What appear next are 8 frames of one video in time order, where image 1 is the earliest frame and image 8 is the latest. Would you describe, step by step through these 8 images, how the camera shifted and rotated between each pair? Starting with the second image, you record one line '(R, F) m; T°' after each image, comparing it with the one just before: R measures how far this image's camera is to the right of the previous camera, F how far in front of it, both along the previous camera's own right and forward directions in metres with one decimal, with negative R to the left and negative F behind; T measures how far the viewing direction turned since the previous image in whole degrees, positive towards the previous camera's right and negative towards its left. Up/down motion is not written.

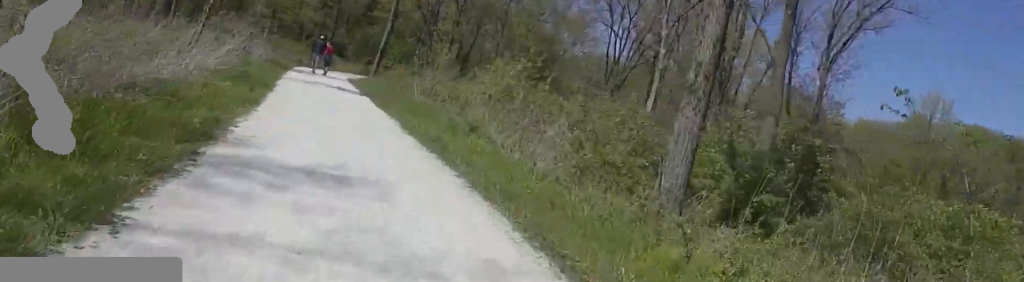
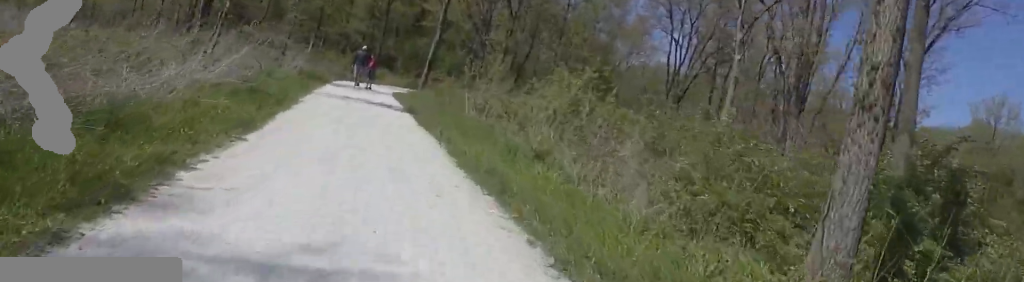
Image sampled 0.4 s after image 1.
(-0.3, +2.6) m; -4°
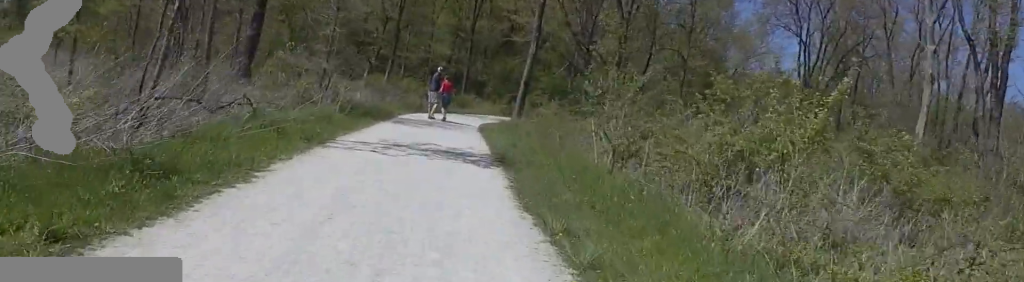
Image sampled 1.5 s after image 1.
(-0.3, +6.6) m; -2°
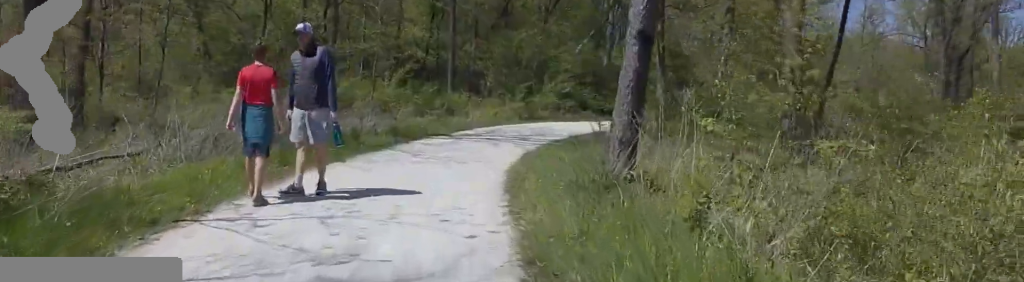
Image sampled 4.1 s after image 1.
(-1.1, +16.2) m; -6°
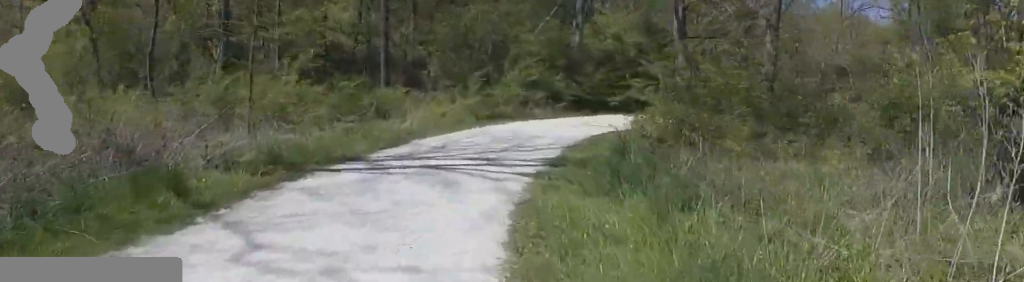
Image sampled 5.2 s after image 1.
(+0.6, +6.0) m; +13°
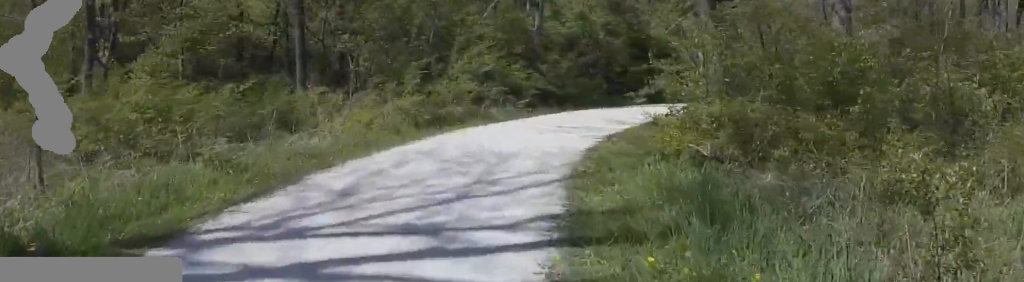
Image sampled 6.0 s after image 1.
(+0.6, +4.3) m; +7°
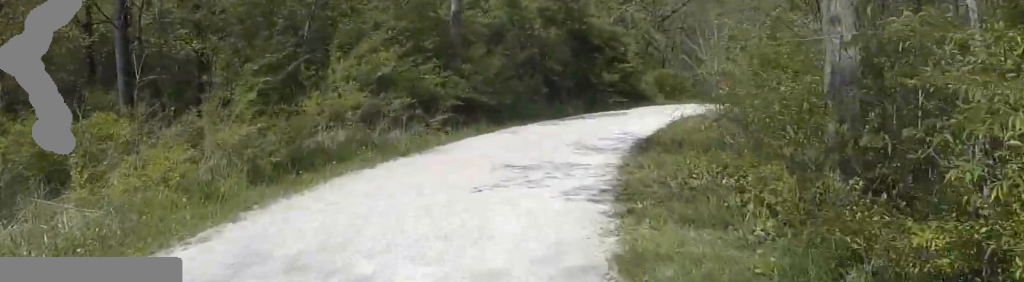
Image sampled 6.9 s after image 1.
(-0.1, +5.2) m; +3°
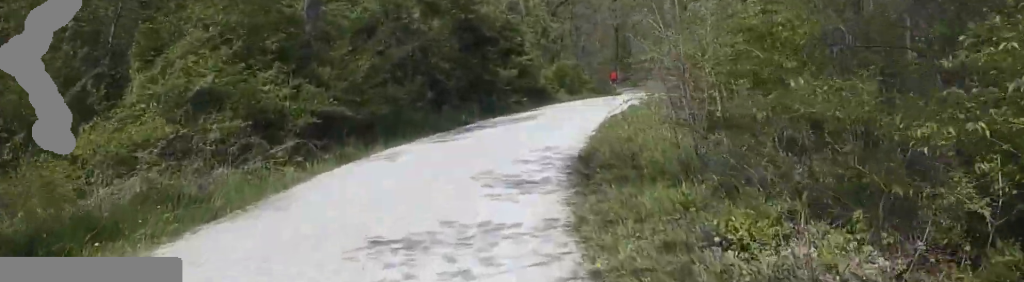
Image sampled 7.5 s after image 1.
(+0.2, +3.4) m; +3°
